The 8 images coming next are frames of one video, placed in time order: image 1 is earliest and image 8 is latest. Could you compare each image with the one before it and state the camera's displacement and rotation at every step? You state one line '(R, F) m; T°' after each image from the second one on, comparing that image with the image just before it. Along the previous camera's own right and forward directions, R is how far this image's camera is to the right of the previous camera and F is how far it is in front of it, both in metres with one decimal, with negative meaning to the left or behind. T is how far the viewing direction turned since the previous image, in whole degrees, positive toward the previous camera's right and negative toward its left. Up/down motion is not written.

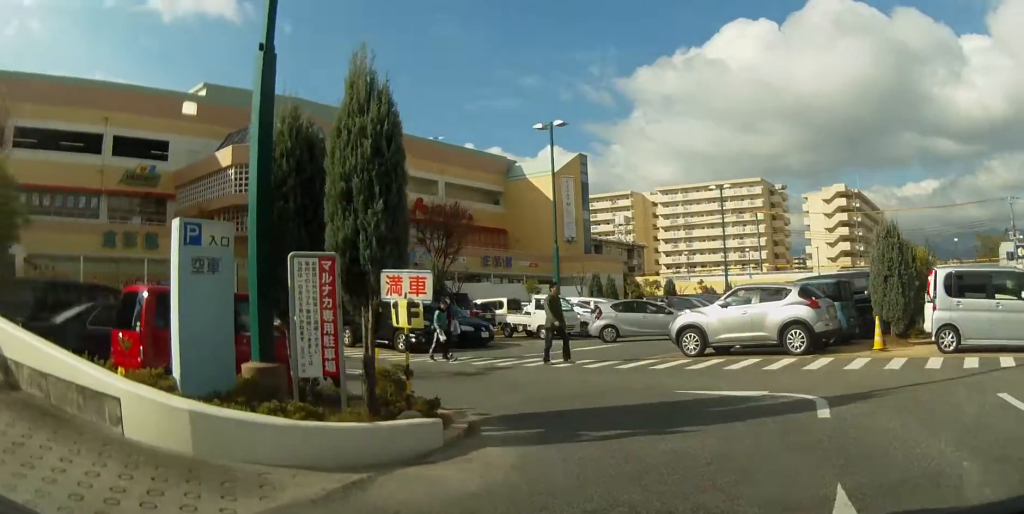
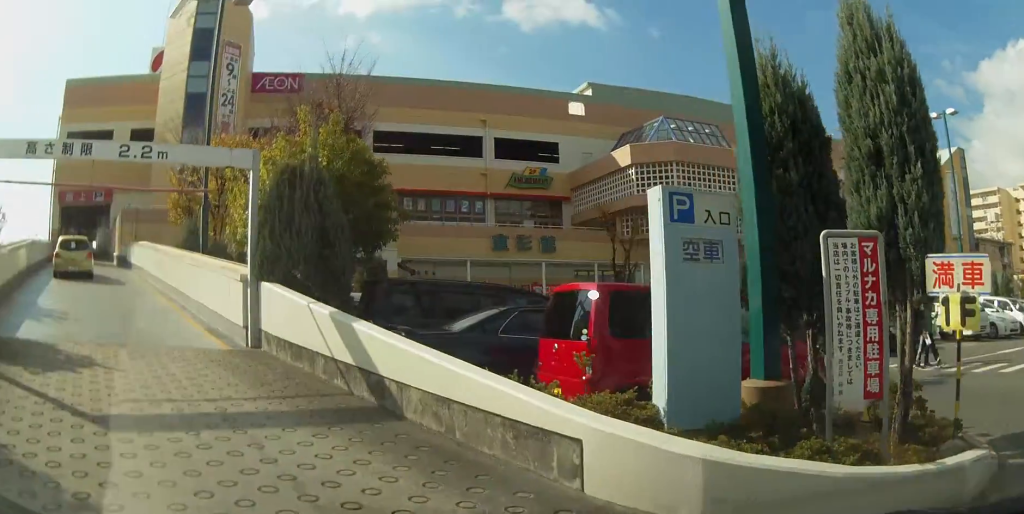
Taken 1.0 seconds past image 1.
(-0.2, +2.2) m; -35°
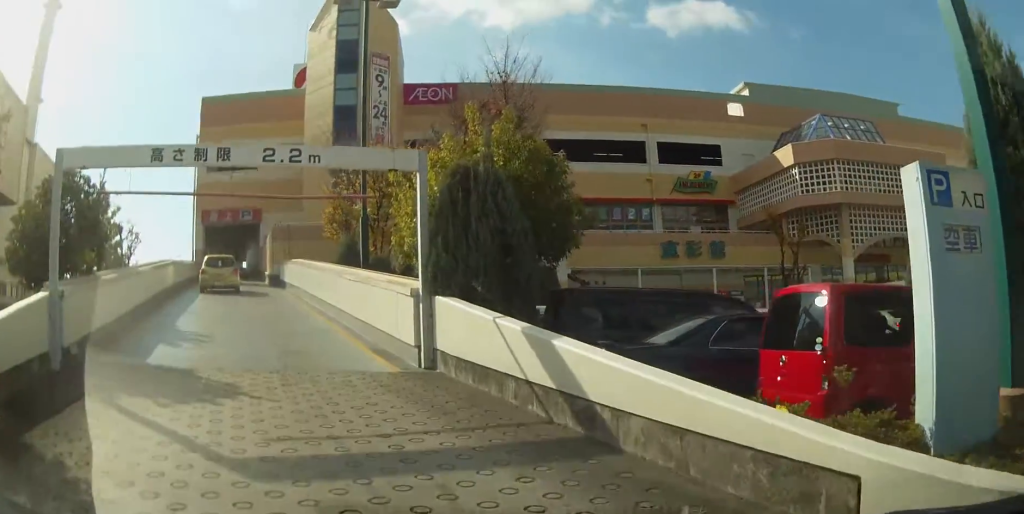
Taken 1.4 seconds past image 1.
(-0.4, +1.0) m; -13°
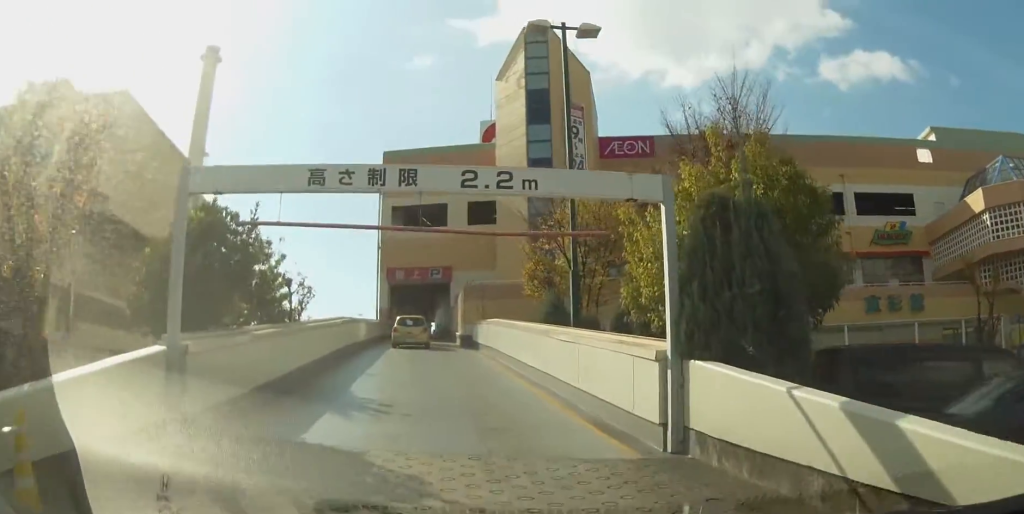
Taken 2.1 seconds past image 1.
(-0.6, +1.8) m; -19°
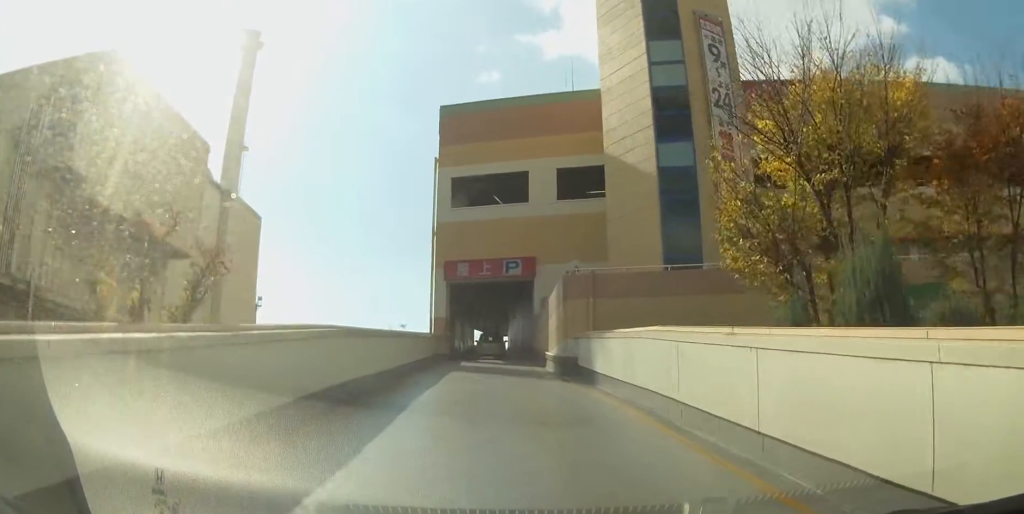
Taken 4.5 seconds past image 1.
(-1.6, +10.7) m; -10°
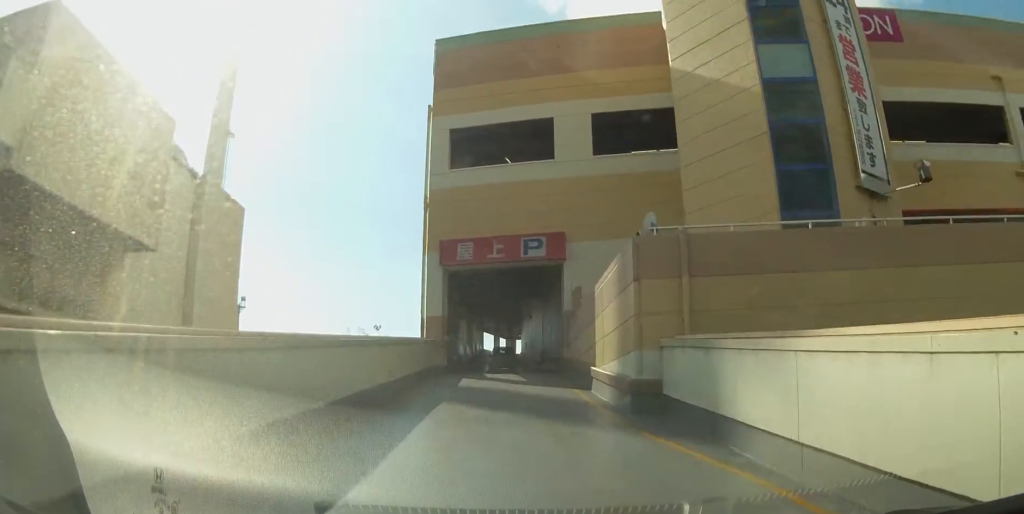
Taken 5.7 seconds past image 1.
(+0.3, +8.2) m; +2°
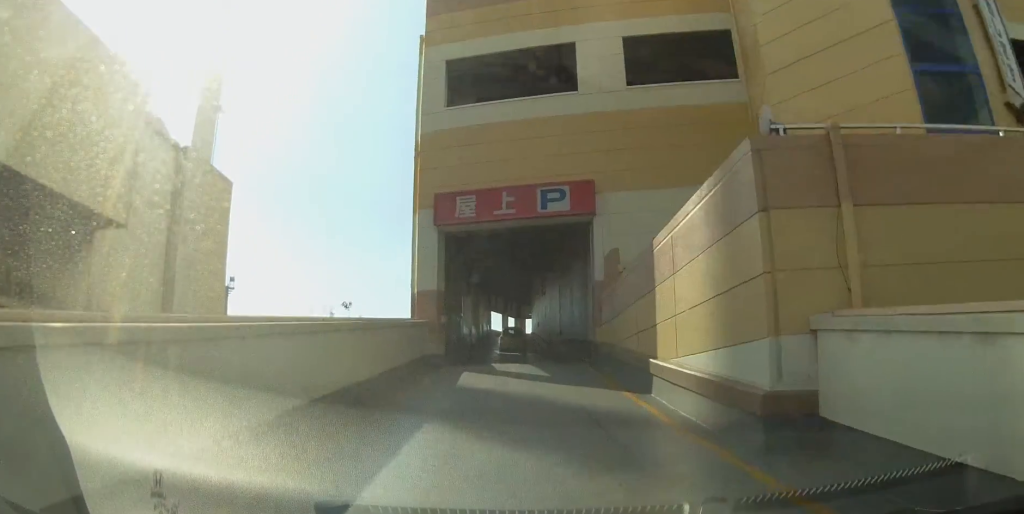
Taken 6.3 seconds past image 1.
(0.0, +5.2) m; -1°
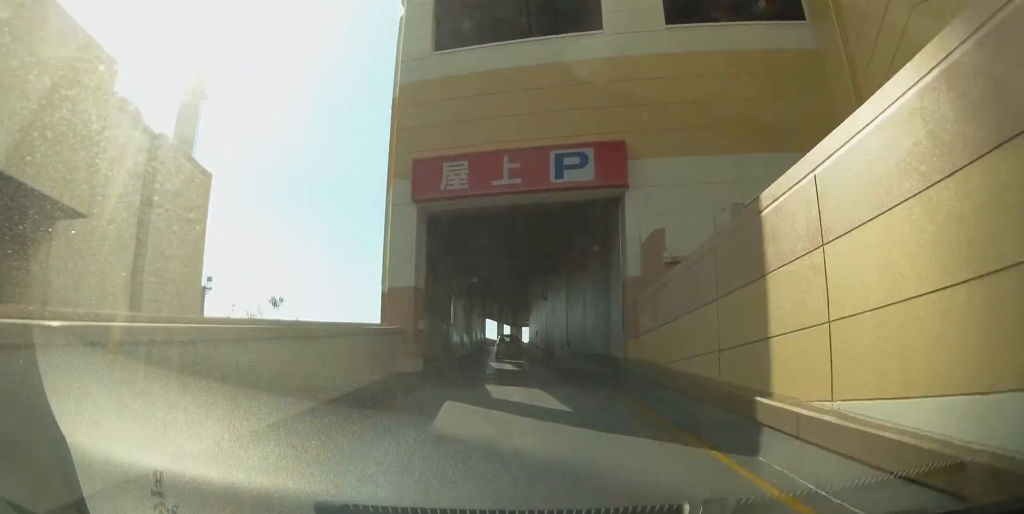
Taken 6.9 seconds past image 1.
(+0.1, +5.0) m; -2°
